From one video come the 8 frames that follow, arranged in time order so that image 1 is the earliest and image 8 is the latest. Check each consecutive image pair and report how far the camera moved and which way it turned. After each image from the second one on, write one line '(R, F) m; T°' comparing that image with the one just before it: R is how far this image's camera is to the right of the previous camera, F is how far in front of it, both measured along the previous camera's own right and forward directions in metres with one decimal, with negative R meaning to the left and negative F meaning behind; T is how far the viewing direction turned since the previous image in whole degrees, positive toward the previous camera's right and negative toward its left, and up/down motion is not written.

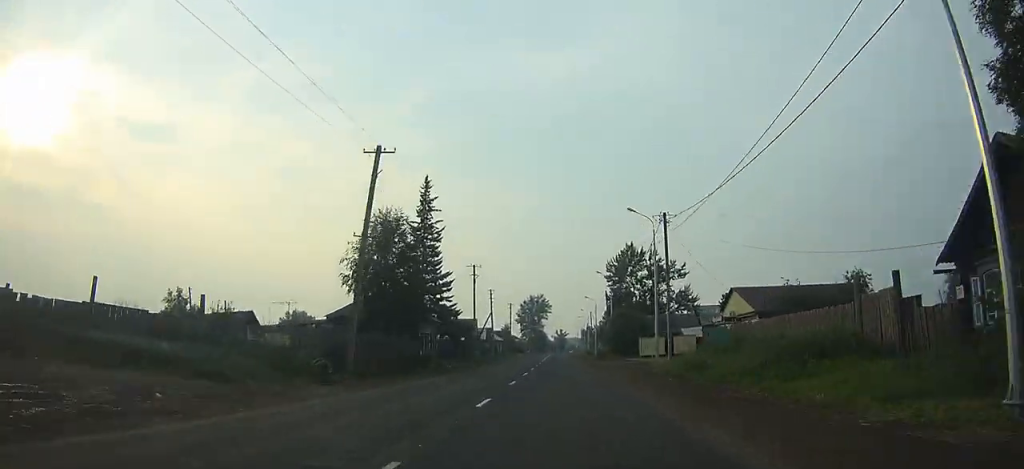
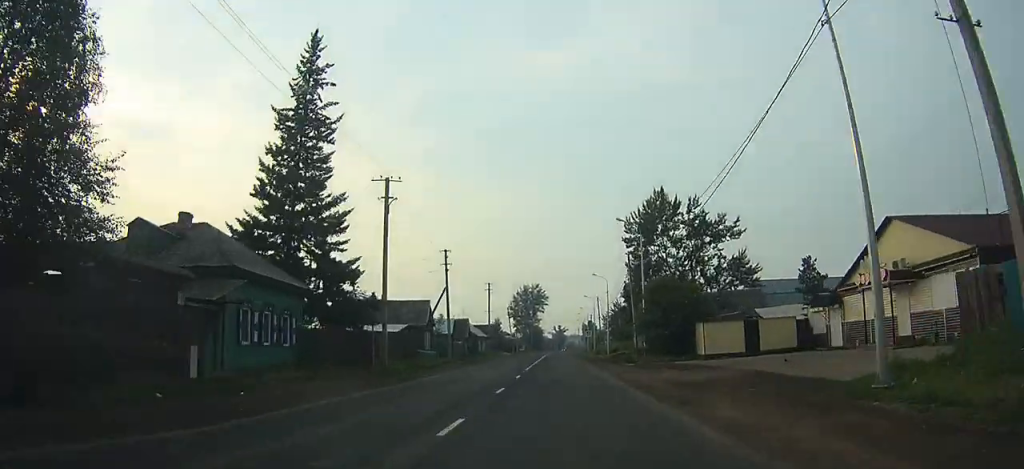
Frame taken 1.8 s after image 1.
(0.0, +27.9) m; 0°
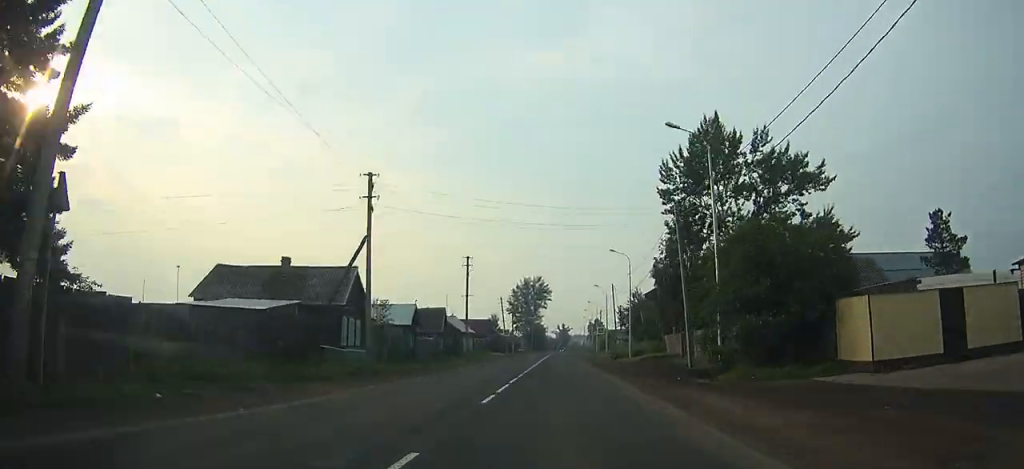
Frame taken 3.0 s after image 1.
(-0.1, +18.7) m; 0°
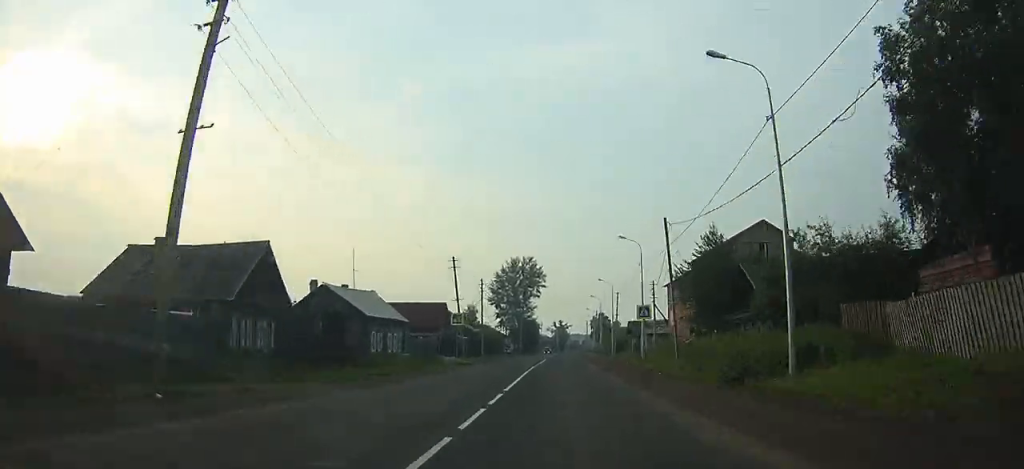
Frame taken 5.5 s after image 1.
(0.0, +38.7) m; 0°
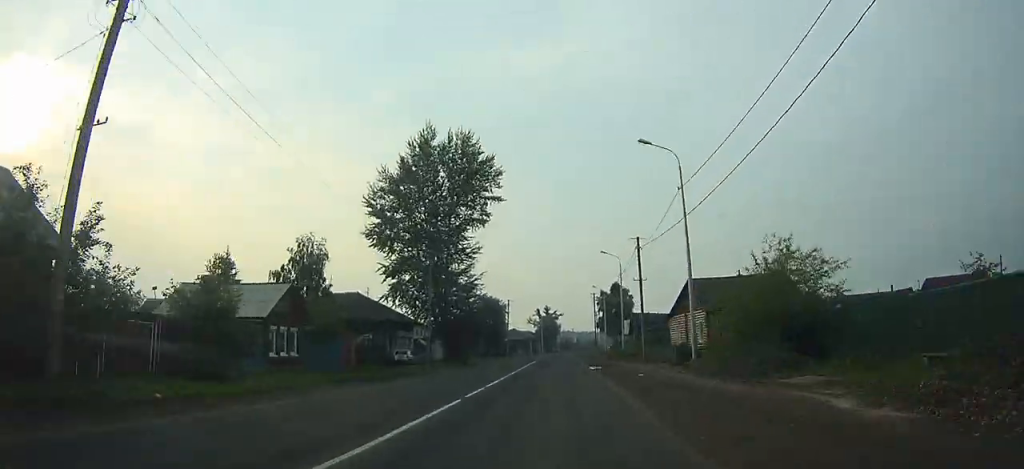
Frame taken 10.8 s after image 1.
(+0.7, +77.2) m; +1°
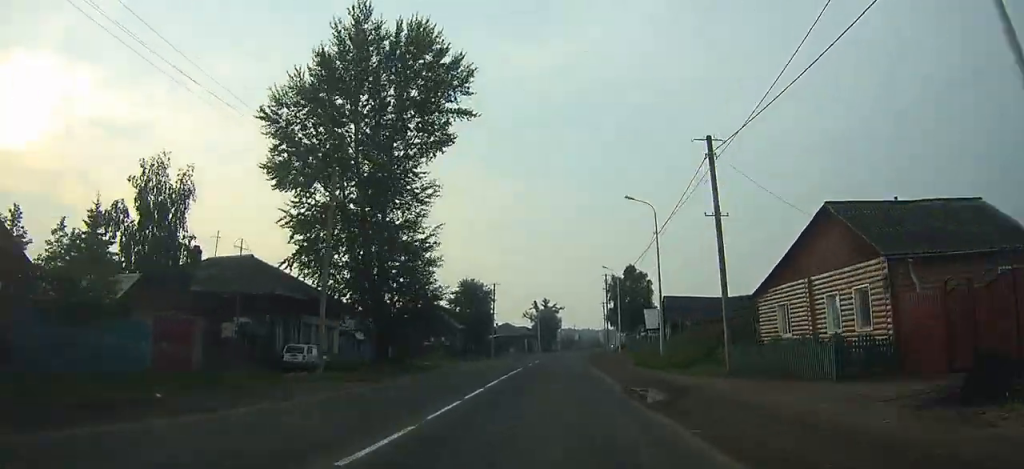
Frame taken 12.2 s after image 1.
(+0.1, +18.9) m; 0°
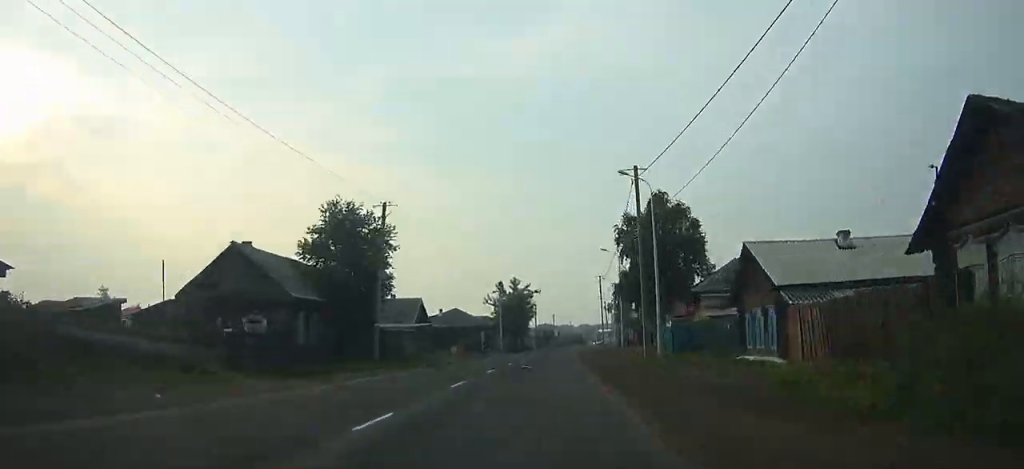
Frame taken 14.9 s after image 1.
(+0.2, +36.6) m; +1°
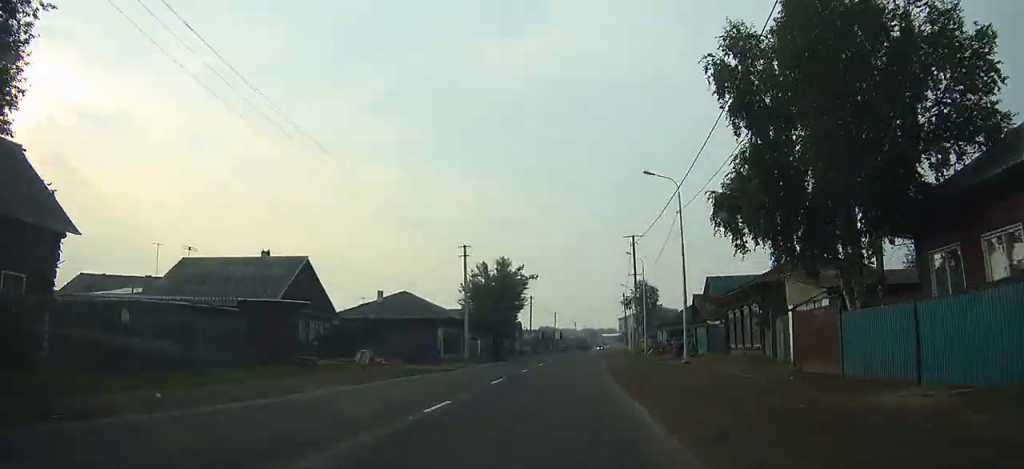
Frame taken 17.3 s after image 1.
(+0.2, +32.5) m; +1°
